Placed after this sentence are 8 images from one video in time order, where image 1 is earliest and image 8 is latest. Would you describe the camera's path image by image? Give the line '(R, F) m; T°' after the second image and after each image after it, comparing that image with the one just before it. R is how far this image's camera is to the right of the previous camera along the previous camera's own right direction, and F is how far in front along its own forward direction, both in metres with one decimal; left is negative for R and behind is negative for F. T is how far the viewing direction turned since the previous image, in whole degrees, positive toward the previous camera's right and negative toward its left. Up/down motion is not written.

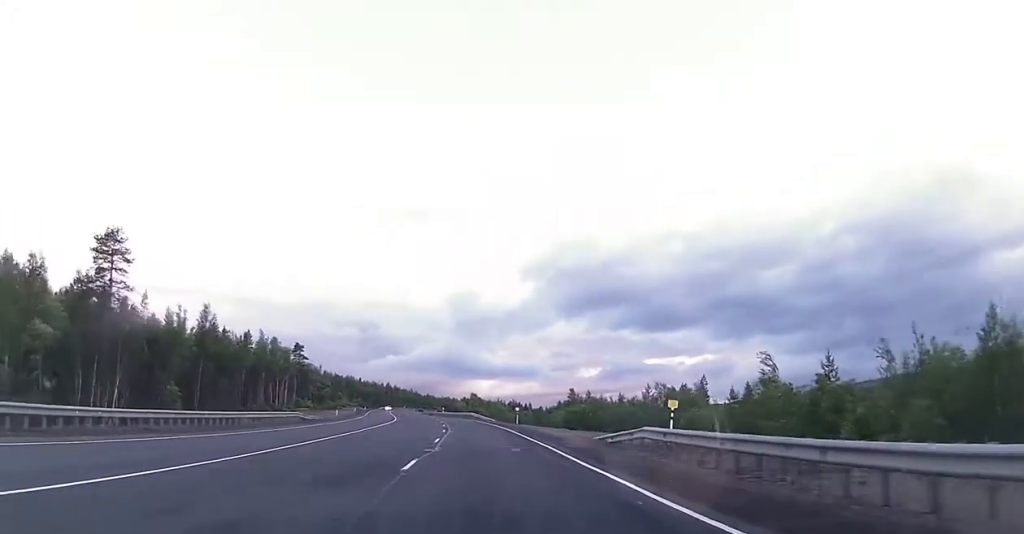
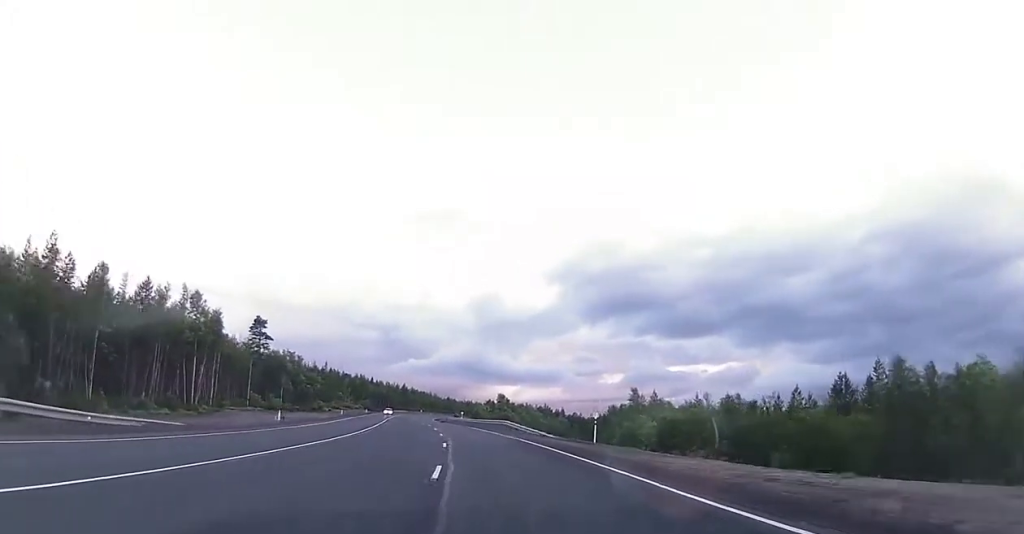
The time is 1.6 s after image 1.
(-0.4, +36.8) m; -2°
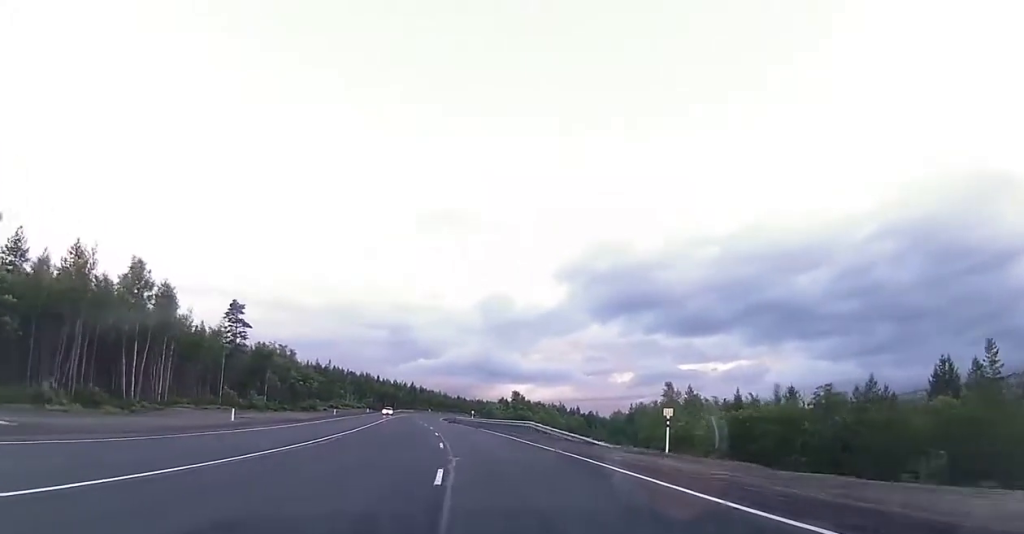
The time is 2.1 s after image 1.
(-0.2, +13.1) m; -1°
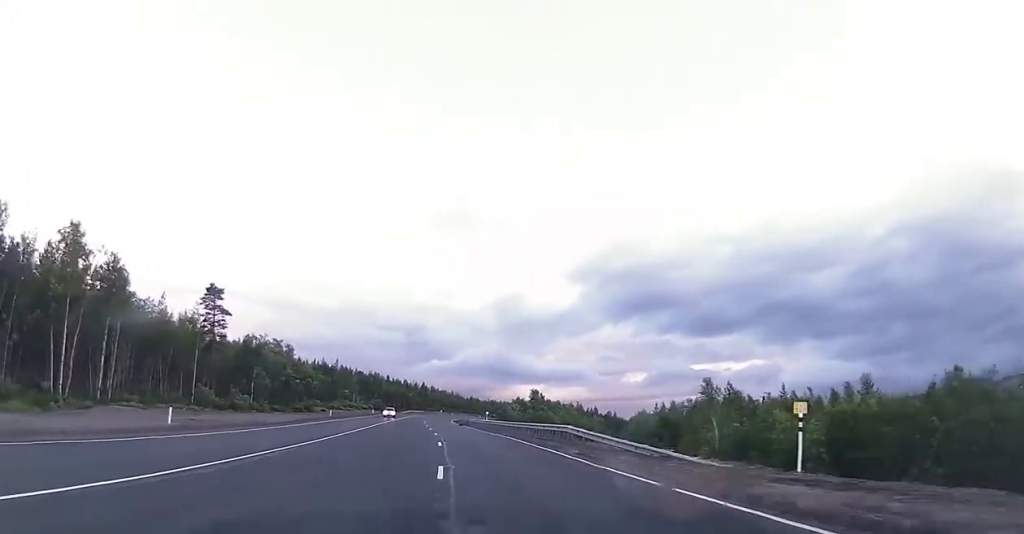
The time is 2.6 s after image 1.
(-0.1, +10.8) m; -1°
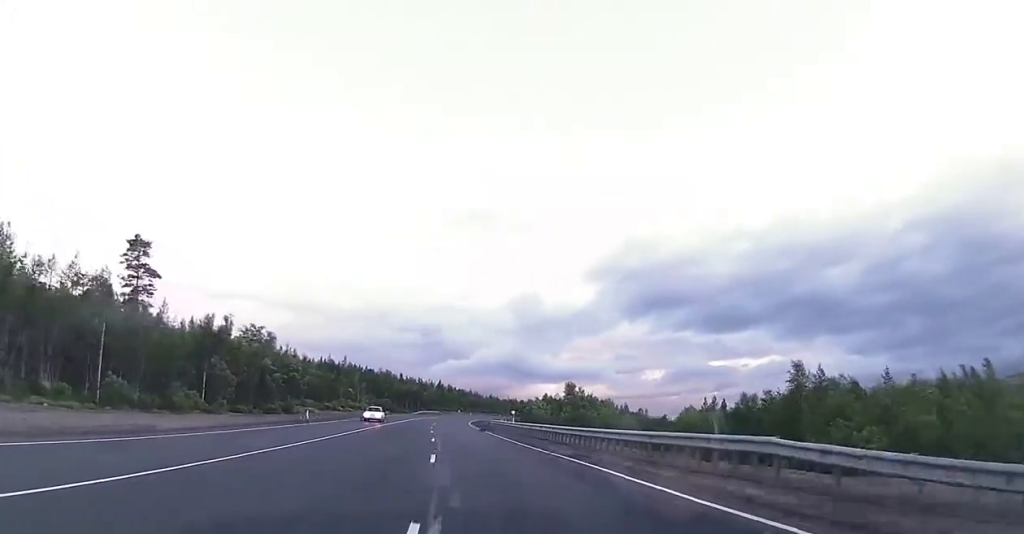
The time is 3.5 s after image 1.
(-0.2, +20.0) m; -1°
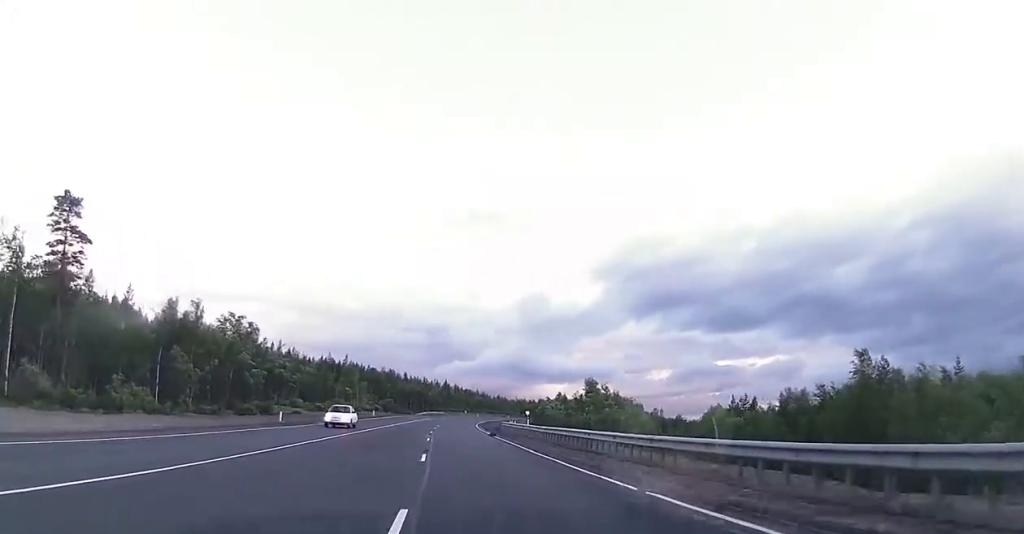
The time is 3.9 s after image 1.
(-0.1, +10.8) m; 0°
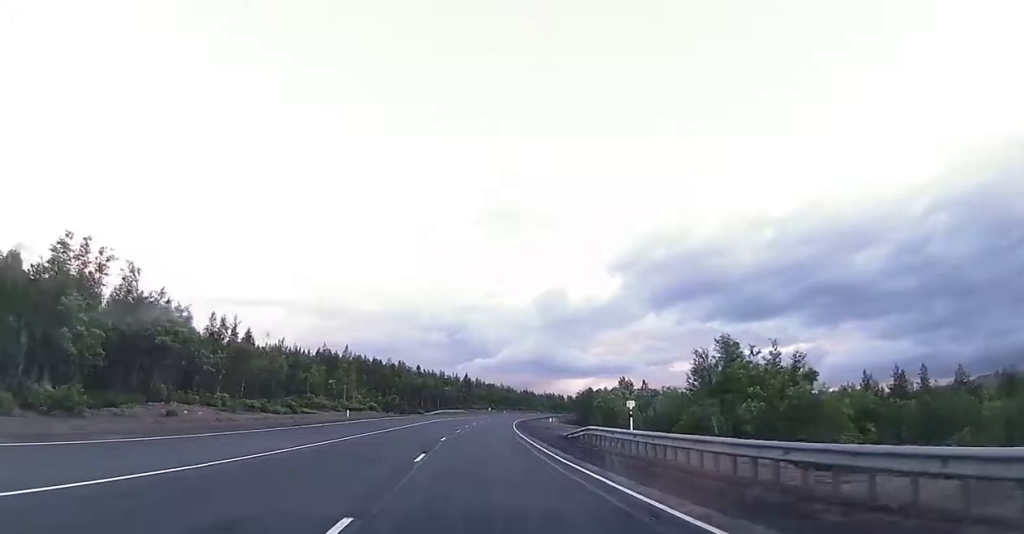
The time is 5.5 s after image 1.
(-0.4, +36.6) m; -2°
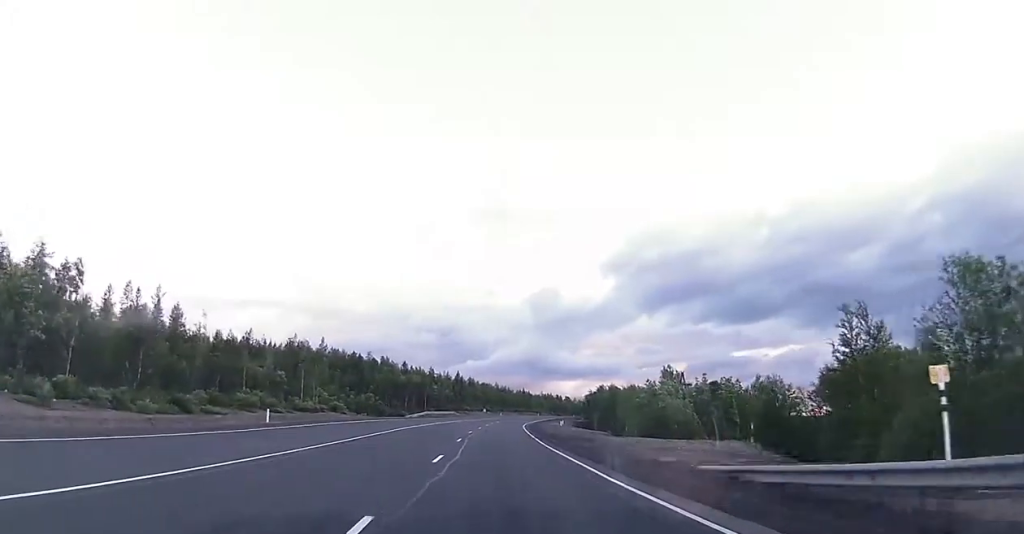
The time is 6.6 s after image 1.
(-0.4, +23.6) m; -1°
